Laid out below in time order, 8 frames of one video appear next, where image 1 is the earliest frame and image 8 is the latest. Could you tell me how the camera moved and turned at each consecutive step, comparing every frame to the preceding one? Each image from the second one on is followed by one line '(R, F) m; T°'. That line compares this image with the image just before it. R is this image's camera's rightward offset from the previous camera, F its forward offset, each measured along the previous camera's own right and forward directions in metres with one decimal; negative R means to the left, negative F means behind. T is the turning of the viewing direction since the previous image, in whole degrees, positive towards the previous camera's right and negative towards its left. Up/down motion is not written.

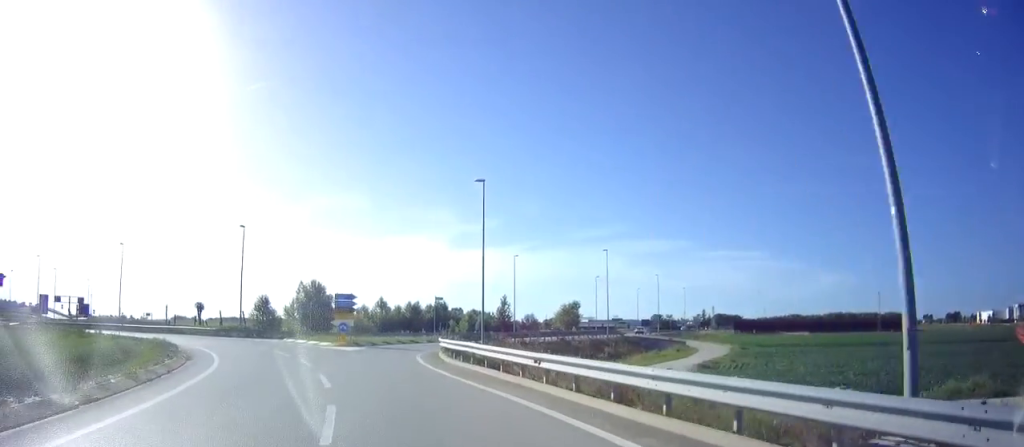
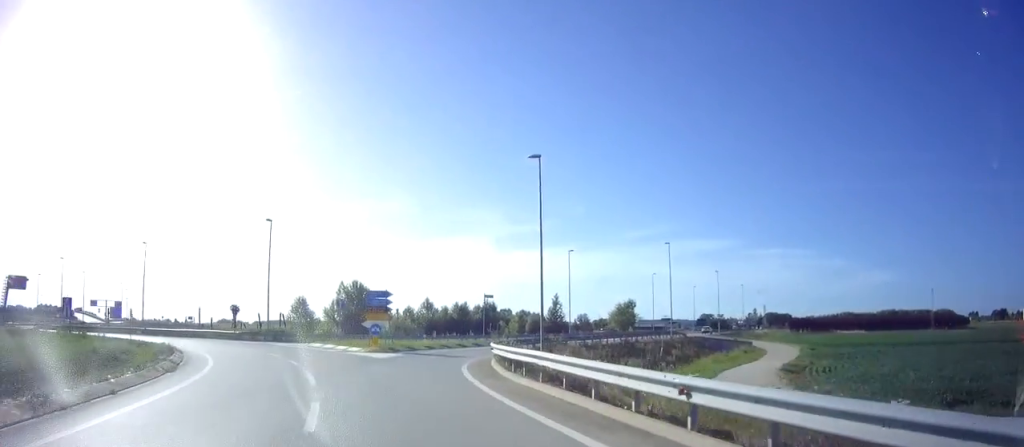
(0.0, +5.5) m; -5°
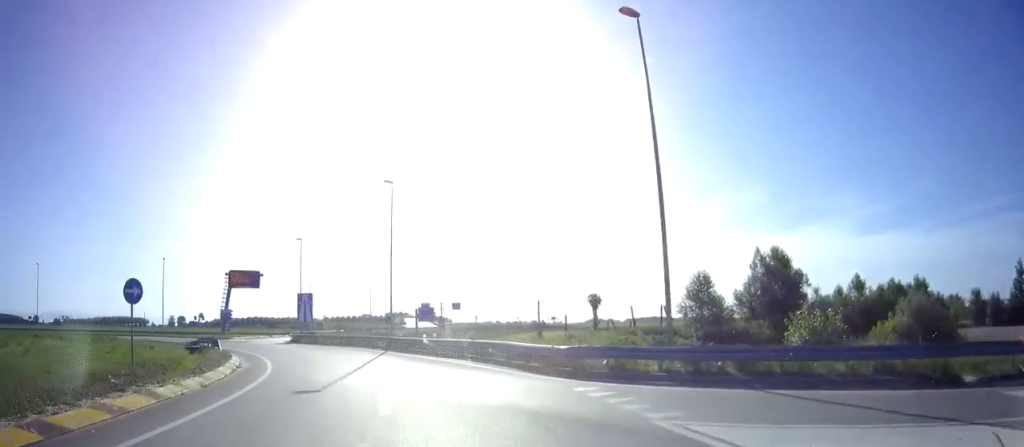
(-11.1, +31.1) m; -39°
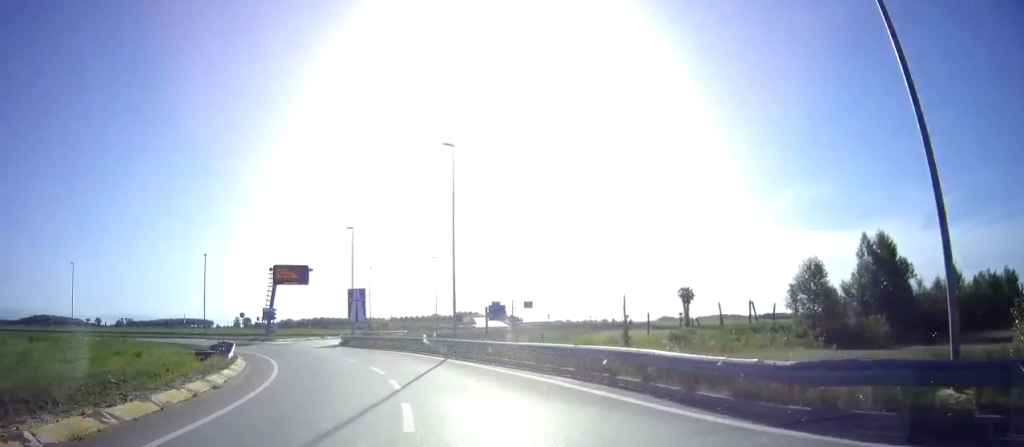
(-0.5, +7.6) m; -8°
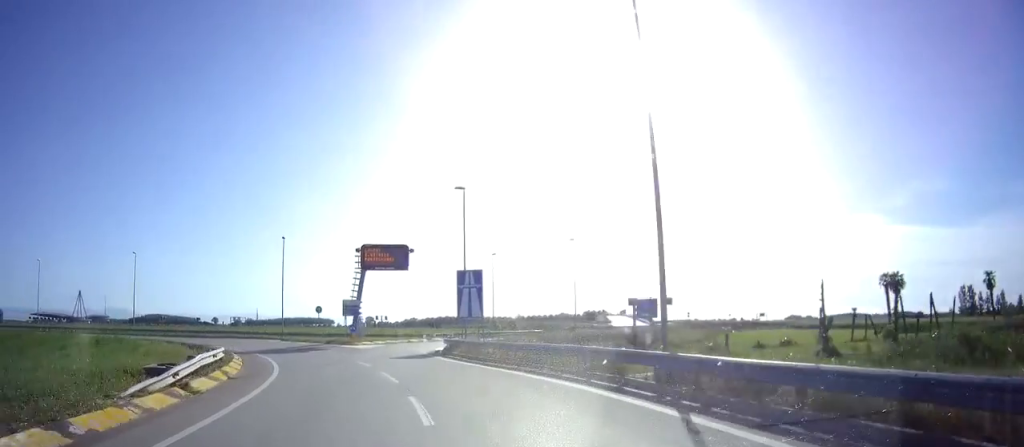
(-1.6, +13.9) m; -11°
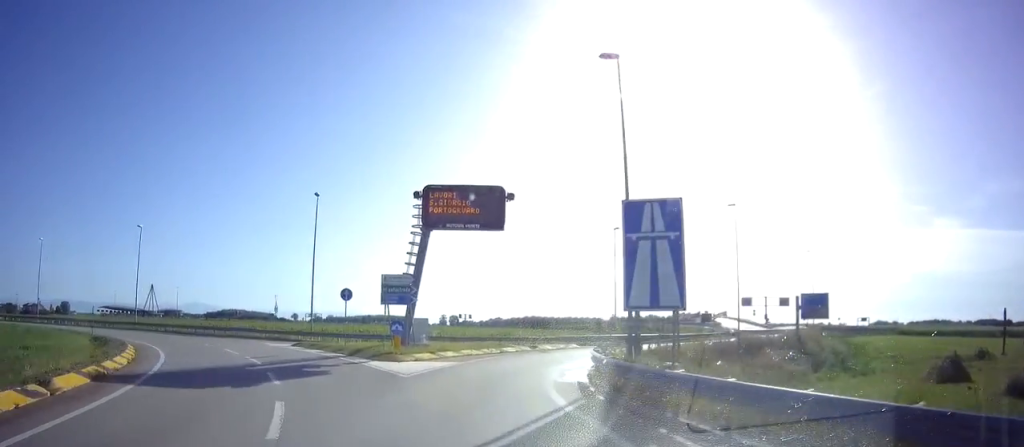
(-1.3, +18.0) m; -4°
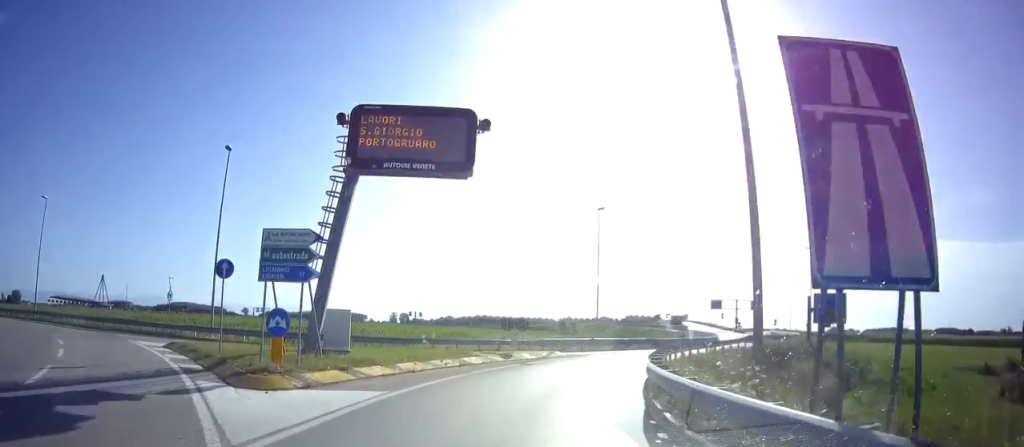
(0.0, +9.4) m; +5°
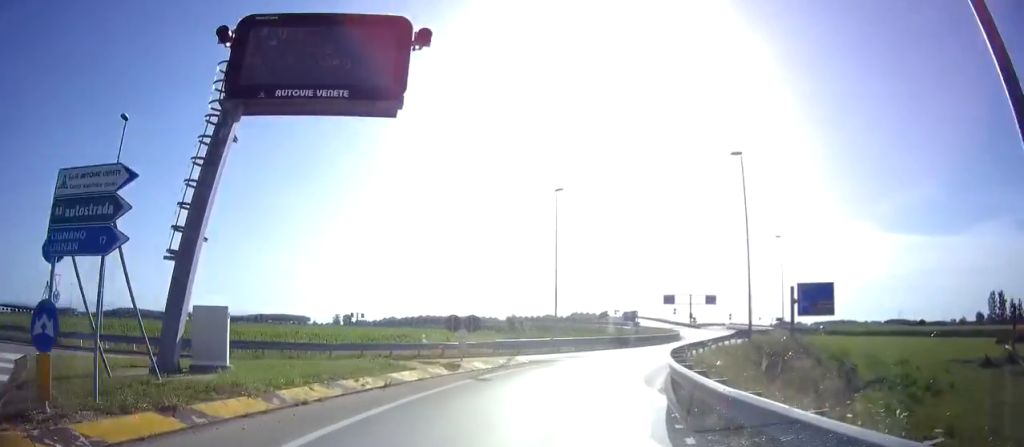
(-0.1, +5.4) m; +5°
